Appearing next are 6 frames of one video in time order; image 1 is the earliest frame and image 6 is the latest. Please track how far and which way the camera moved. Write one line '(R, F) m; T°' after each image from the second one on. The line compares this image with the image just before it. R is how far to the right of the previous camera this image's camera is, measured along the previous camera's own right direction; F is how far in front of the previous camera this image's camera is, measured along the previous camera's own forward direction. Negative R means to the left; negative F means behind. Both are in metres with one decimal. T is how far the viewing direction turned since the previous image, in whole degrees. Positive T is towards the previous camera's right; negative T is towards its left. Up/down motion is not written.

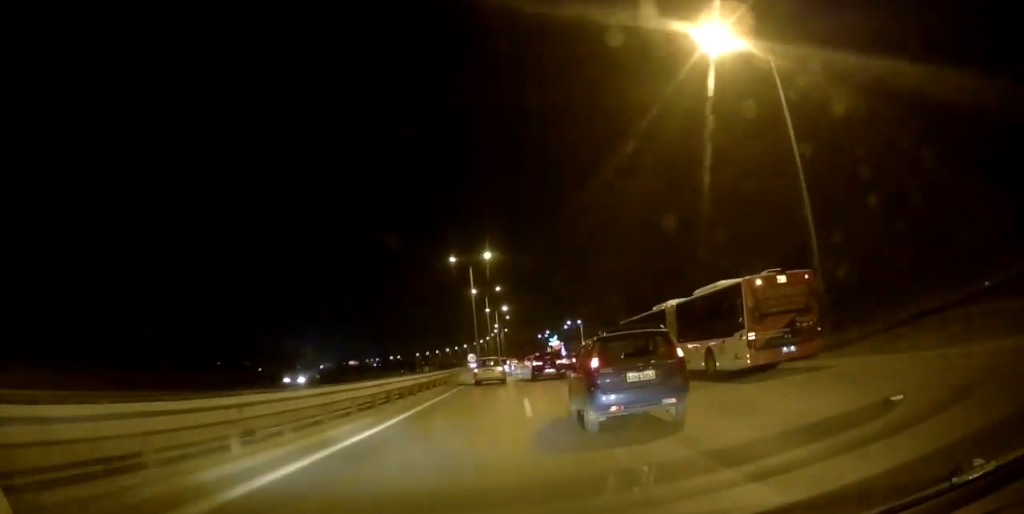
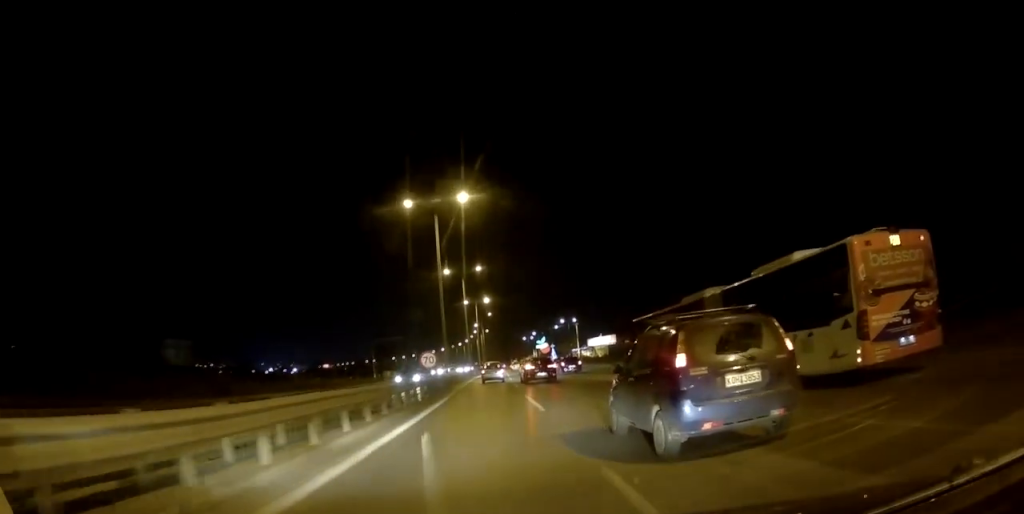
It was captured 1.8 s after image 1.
(+0.8, +27.5) m; 0°
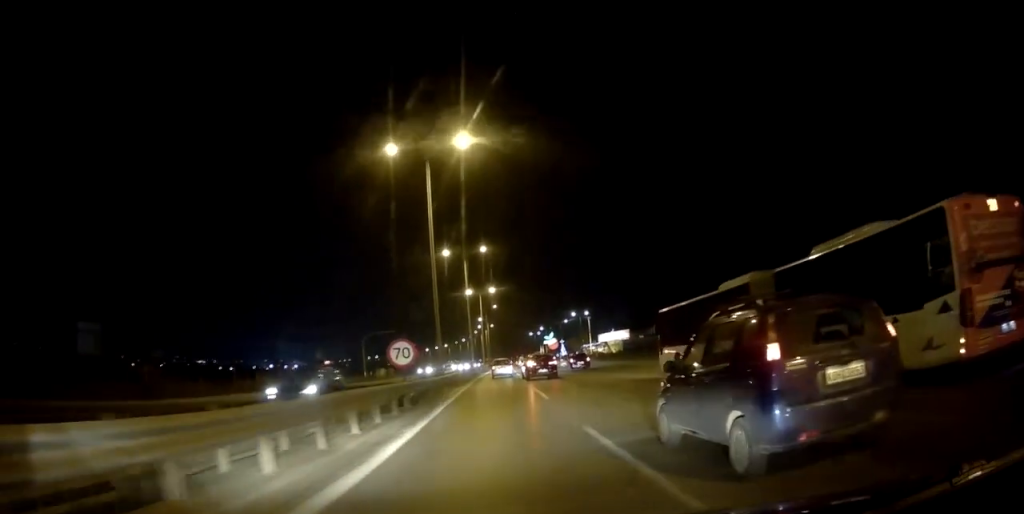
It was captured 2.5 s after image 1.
(-0.2, +11.6) m; 0°
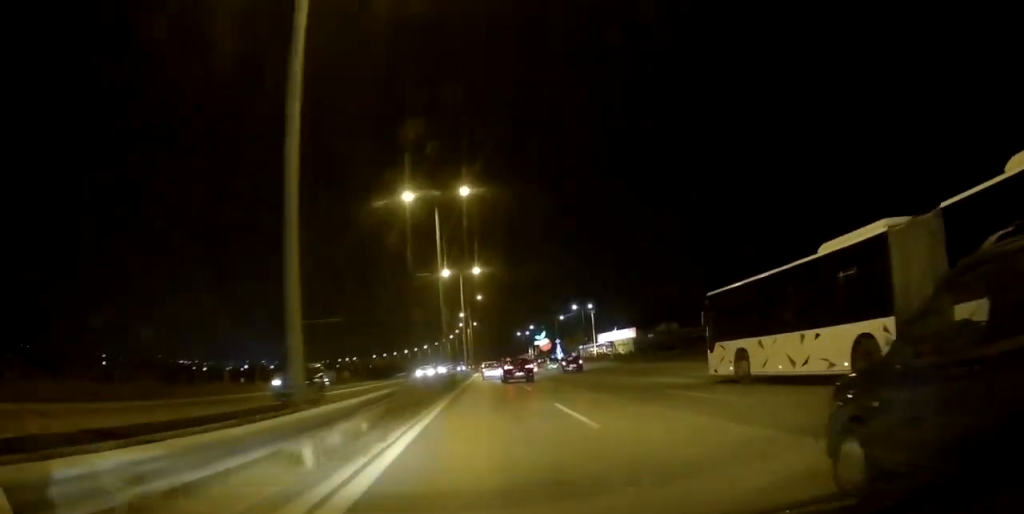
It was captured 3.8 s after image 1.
(+0.4, +23.9) m; +3°
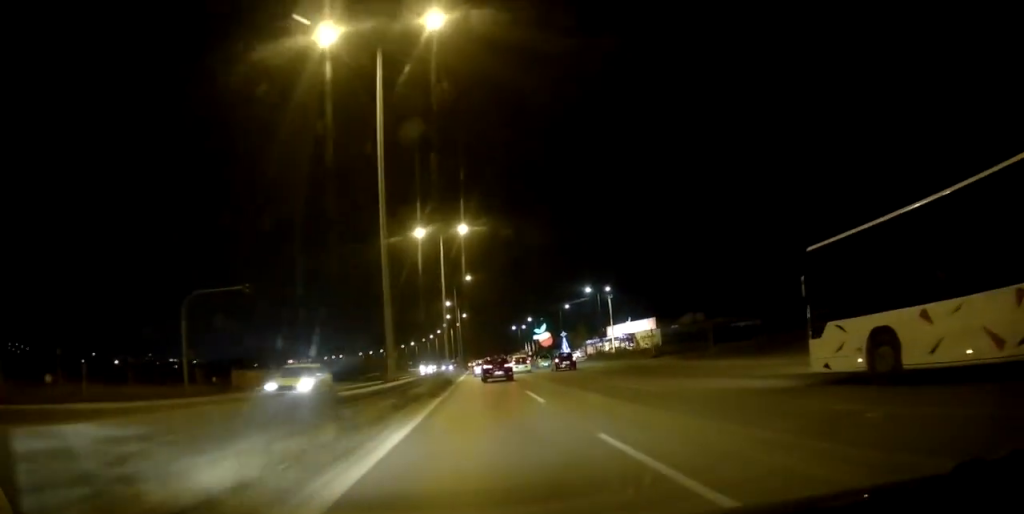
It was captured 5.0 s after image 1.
(+0.4, +22.8) m; 0°
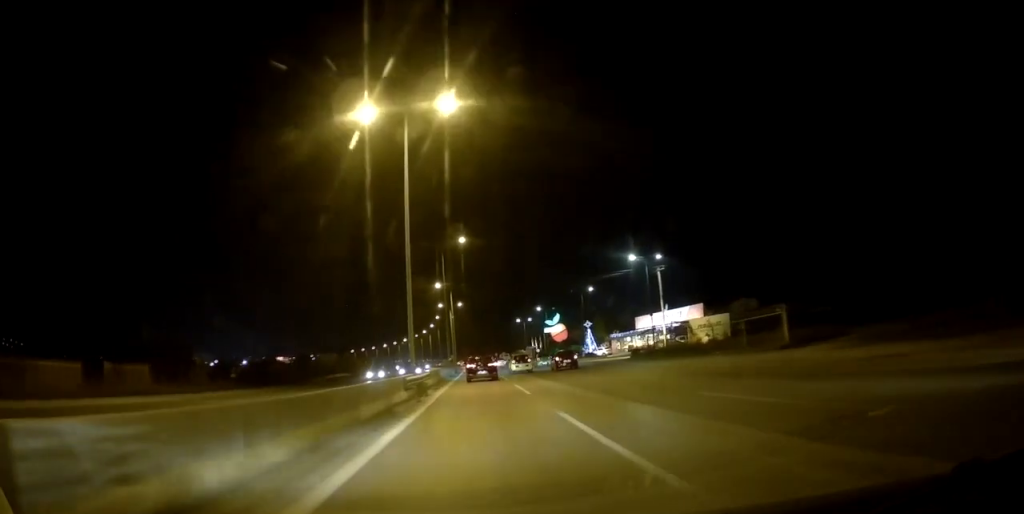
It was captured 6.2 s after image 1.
(-0.4, +26.5) m; -1°
